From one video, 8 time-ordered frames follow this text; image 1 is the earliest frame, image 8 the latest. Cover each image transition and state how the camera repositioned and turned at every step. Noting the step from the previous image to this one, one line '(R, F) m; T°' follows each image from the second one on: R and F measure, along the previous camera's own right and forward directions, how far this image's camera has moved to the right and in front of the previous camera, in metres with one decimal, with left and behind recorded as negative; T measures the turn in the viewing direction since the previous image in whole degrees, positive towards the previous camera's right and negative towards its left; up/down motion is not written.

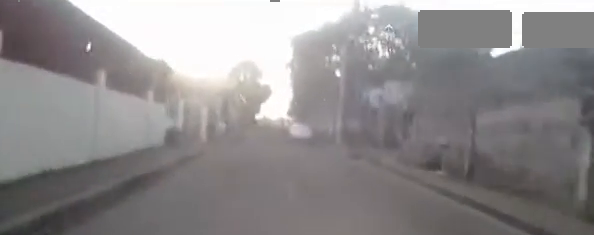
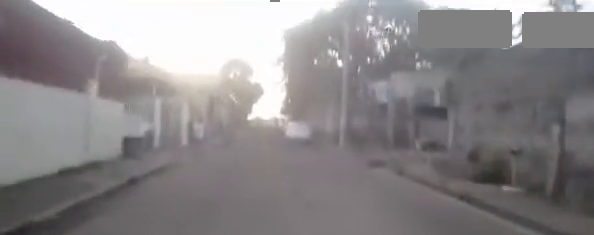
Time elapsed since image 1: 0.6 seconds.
(+0.1, +3.1) m; +2°
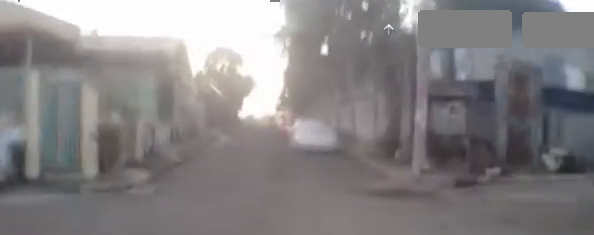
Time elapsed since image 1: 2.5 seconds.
(+0.3, +10.8) m; -7°
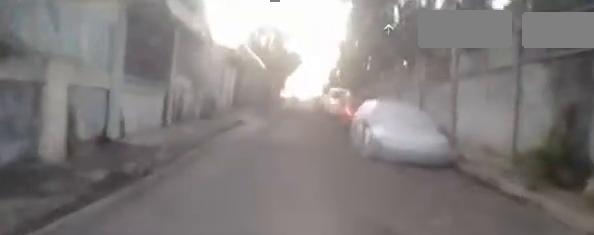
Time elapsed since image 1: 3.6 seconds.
(-1.0, +6.2) m; -10°
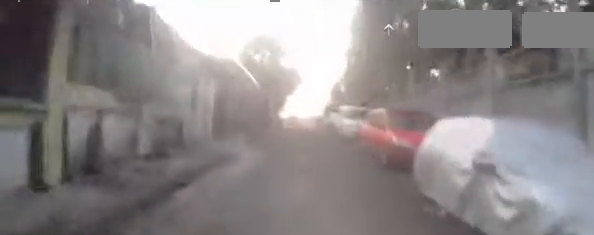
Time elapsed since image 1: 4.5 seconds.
(-0.3, +4.6) m; +6°
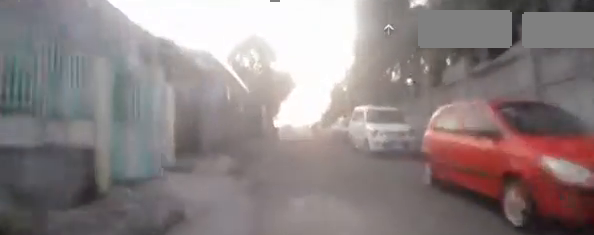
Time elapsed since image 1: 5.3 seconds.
(+1.2, +5.0) m; +9°
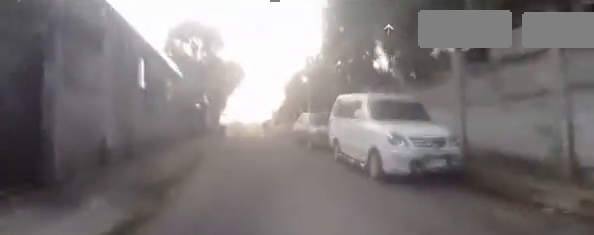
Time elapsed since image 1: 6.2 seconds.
(-0.5, +5.4) m; -4°
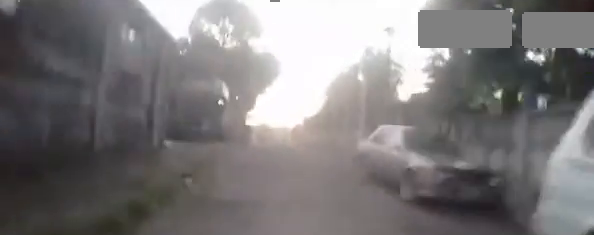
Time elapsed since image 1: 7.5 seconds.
(0.0, +7.4) m; +1°
